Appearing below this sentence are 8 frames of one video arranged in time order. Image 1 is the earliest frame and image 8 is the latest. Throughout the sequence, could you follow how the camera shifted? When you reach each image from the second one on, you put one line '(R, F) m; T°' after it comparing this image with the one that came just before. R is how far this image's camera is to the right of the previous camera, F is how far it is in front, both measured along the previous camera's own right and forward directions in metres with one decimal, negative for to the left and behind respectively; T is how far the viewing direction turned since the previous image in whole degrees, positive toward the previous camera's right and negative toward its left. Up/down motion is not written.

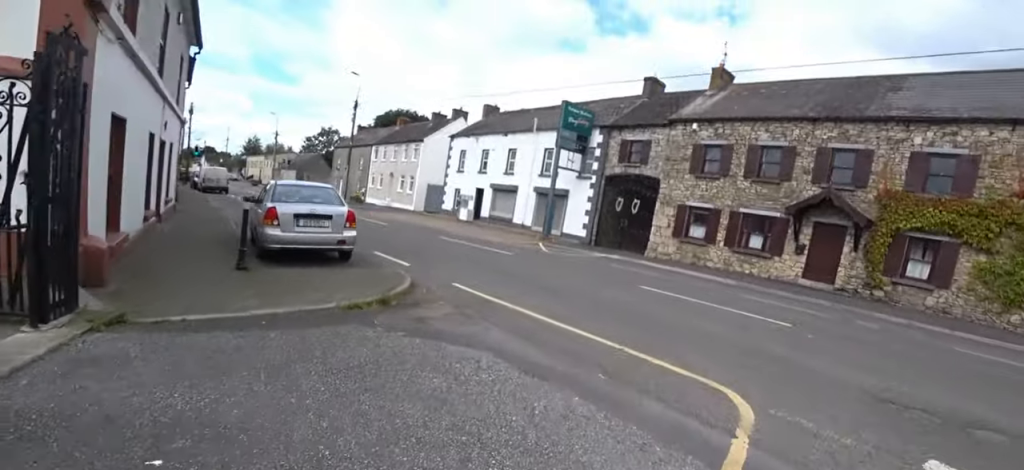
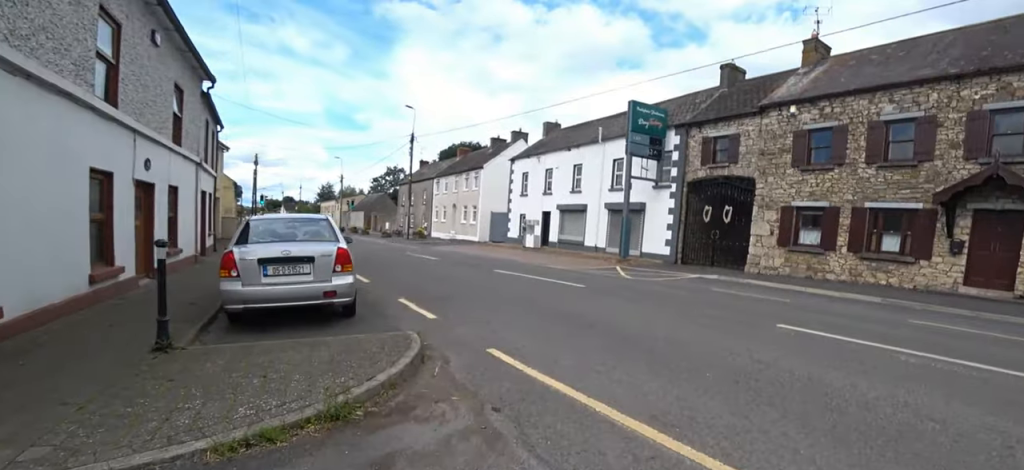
(-0.7, +2.8) m; -24°
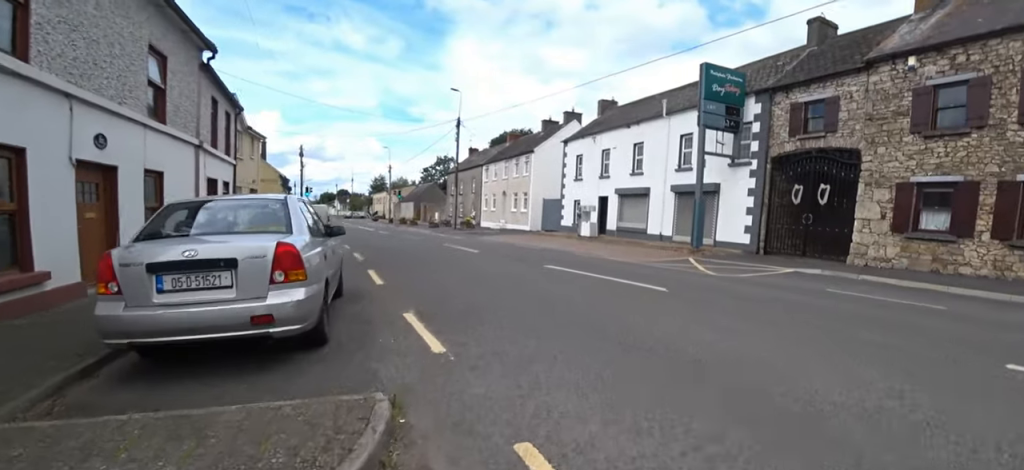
(-0.4, +2.3) m; -12°
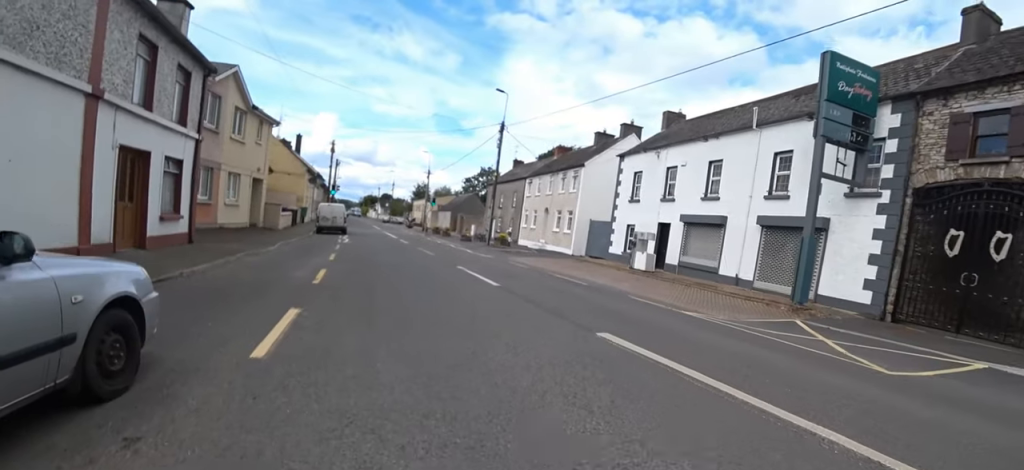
(-0.3, +4.4) m; -10°
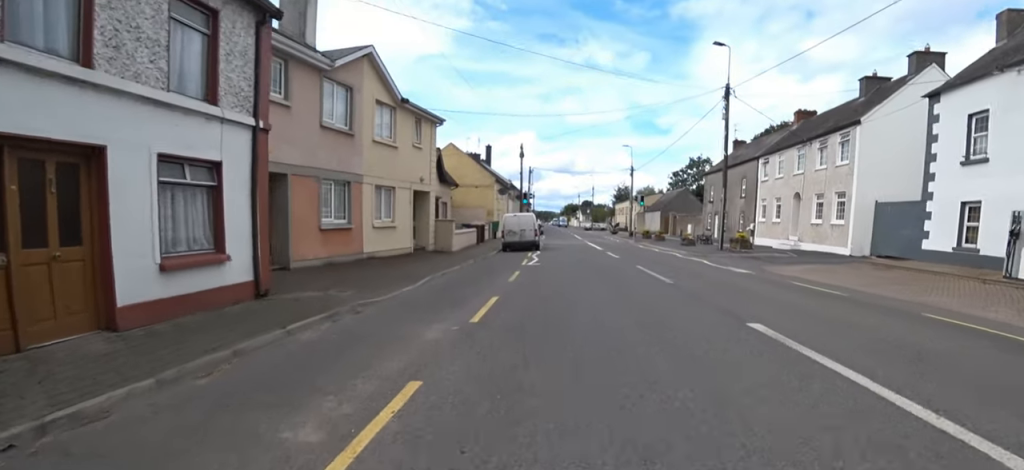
(-1.2, +7.3) m; -9°
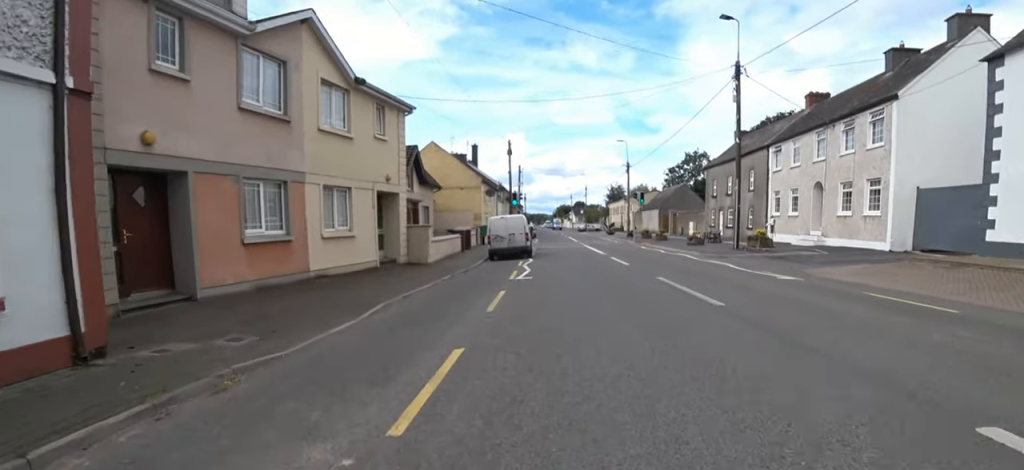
(+0.1, +3.1) m; 0°
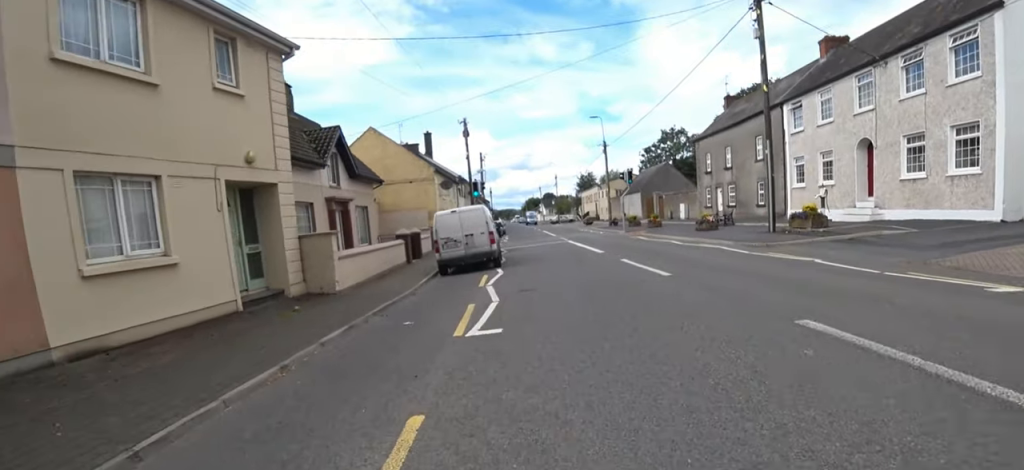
(0.0, +6.0) m; 0°
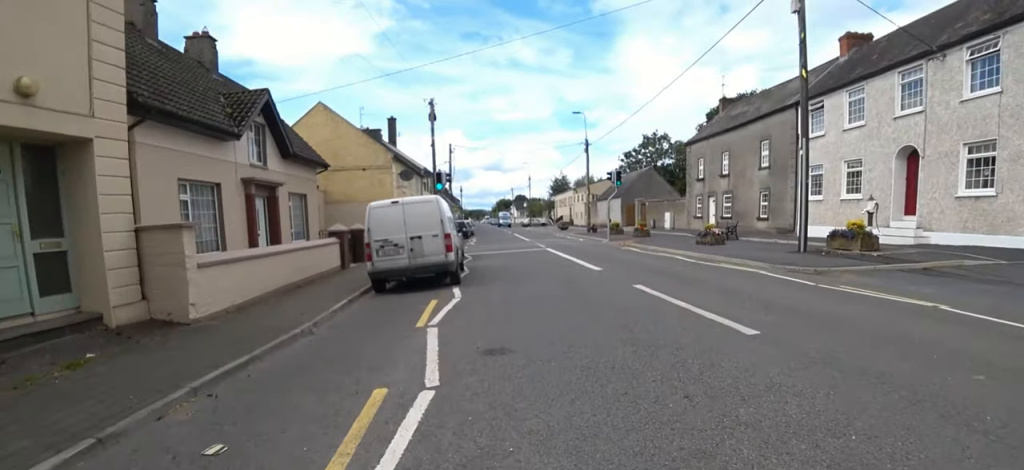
(-0.1, +3.7) m; 0°
